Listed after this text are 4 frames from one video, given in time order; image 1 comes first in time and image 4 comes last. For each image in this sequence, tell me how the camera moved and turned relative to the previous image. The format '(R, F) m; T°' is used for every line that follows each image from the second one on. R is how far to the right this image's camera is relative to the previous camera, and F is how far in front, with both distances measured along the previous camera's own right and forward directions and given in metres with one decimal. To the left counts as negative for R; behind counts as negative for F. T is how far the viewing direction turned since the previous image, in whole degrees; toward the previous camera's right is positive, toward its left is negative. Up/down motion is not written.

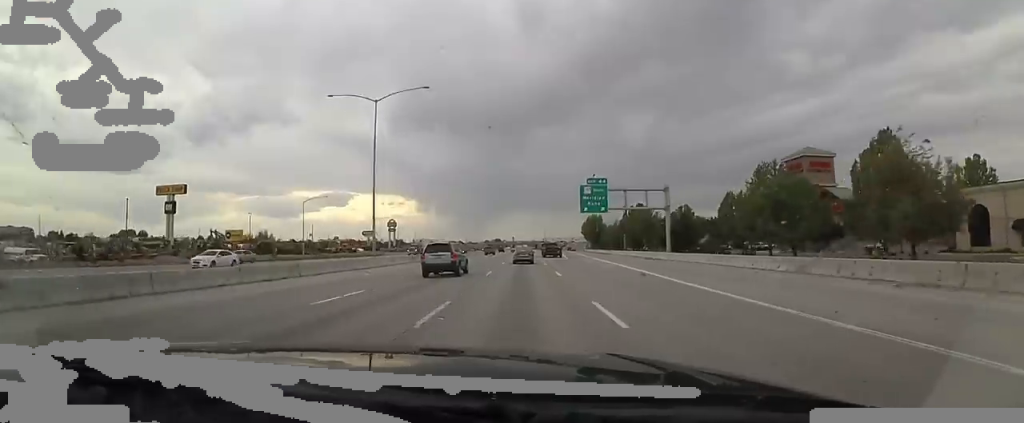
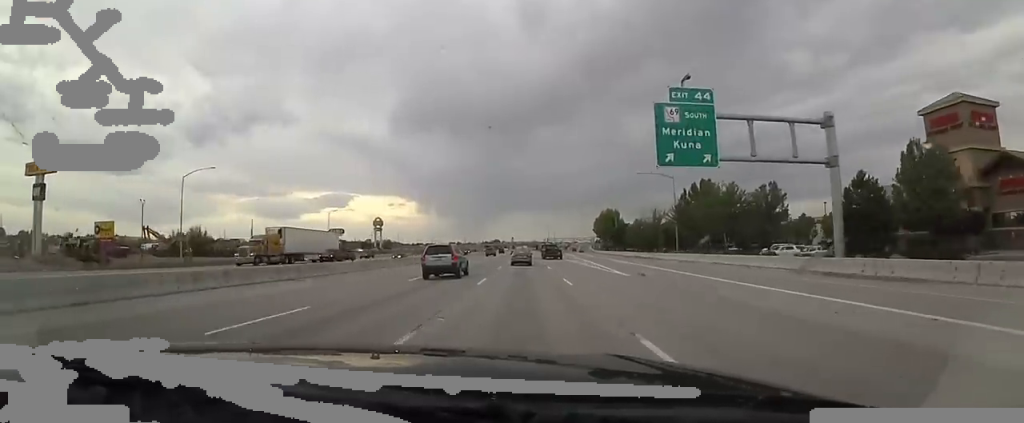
(0.0, +34.6) m; 0°
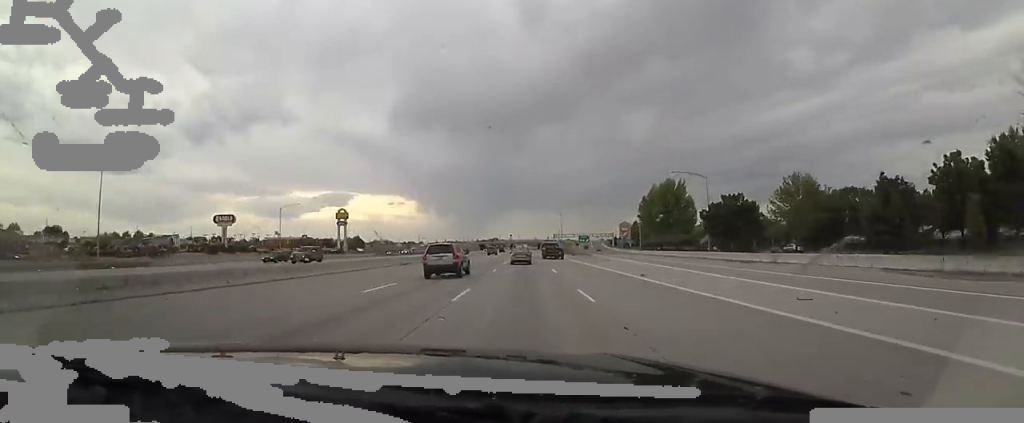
(0.0, +66.8) m; 0°
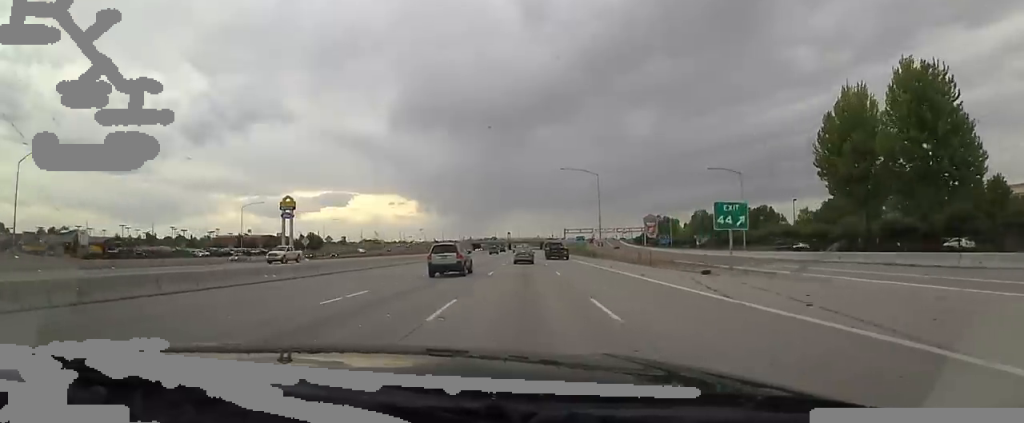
(0.0, +63.7) m; 0°
